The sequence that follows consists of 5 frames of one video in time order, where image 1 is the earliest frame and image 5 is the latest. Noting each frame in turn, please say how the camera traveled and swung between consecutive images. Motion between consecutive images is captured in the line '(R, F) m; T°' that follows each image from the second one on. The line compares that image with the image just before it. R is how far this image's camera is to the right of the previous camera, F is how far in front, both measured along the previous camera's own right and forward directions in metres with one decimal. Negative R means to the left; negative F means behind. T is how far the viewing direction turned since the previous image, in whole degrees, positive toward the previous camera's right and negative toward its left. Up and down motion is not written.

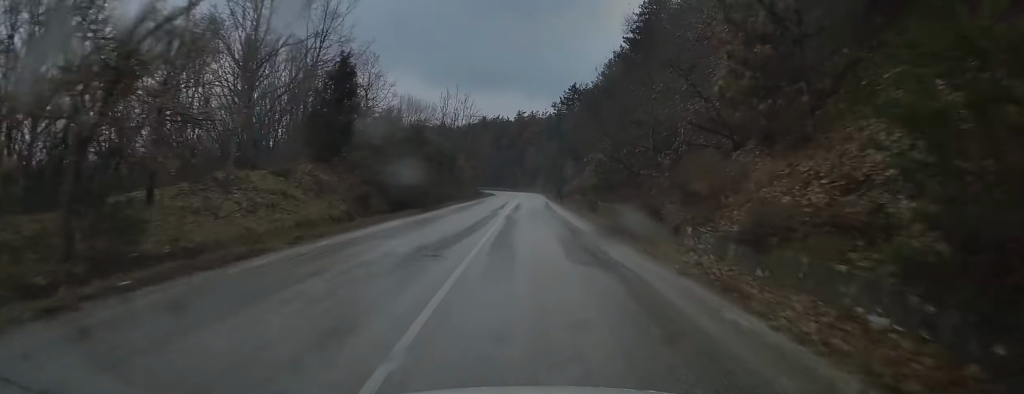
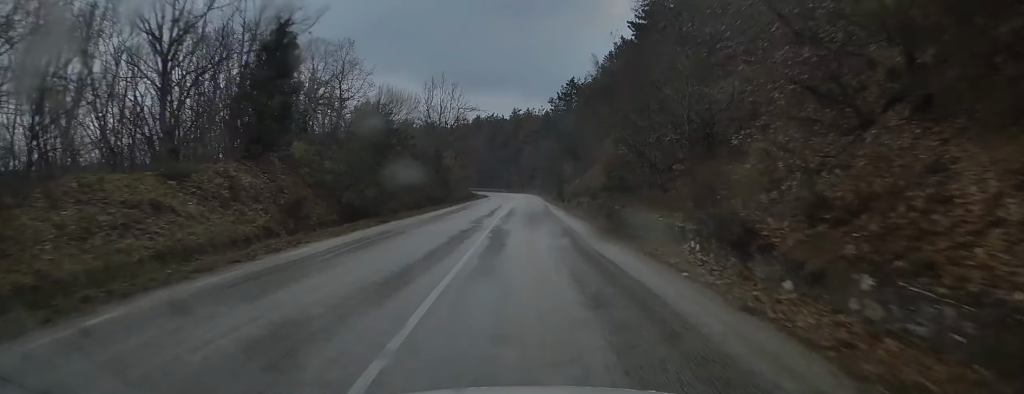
(0.0, +7.9) m; 0°
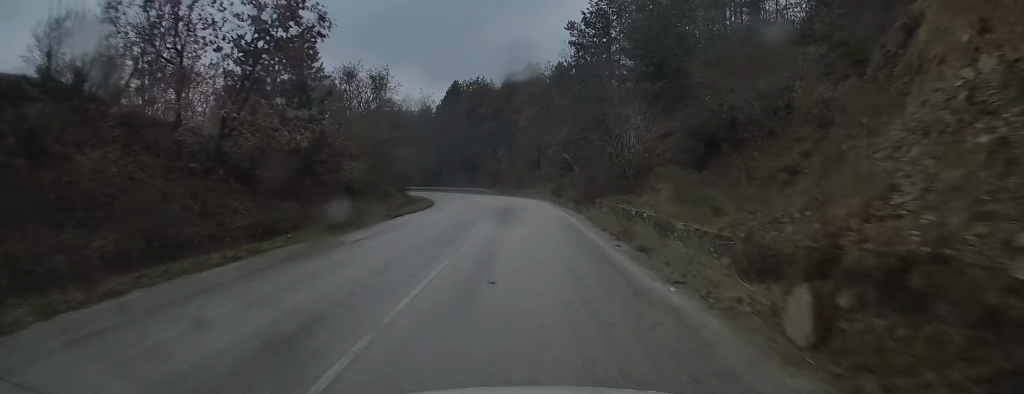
(-0.9, +62.4) m; -1°
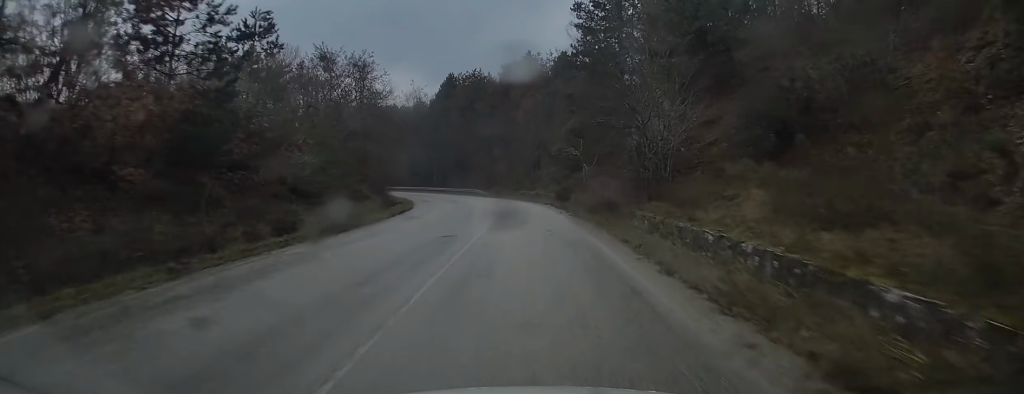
(0.0, +8.8) m; 0°
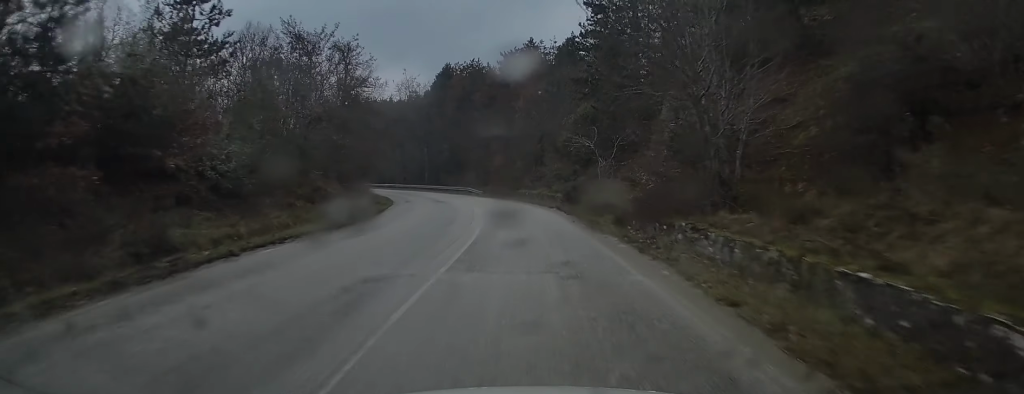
(0.0, +7.9) m; -1°
